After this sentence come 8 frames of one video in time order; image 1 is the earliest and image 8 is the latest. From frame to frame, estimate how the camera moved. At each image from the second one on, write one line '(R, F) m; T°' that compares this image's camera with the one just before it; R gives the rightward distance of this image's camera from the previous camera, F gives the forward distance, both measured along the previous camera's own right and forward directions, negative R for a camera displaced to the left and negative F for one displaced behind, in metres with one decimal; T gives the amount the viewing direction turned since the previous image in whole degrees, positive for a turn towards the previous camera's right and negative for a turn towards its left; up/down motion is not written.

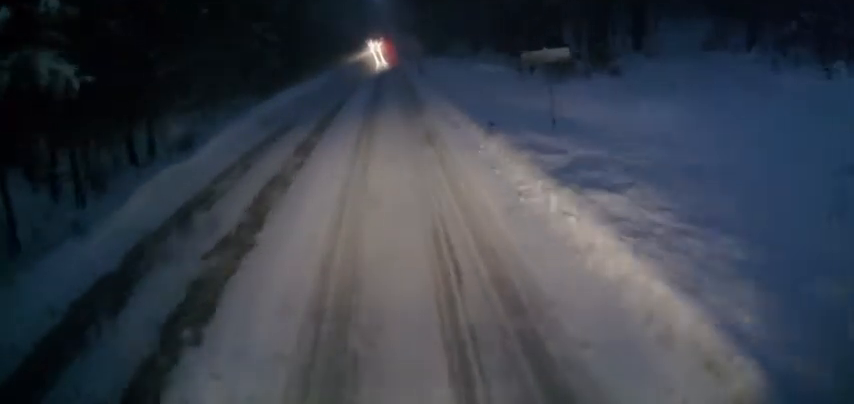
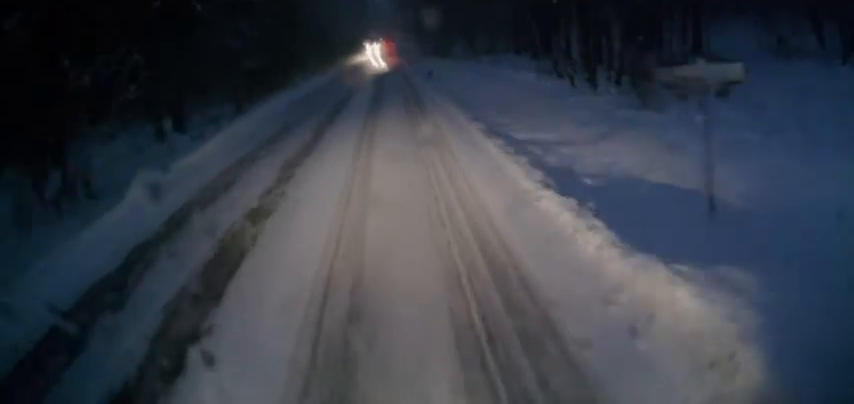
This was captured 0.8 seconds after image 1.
(+0.2, +7.7) m; 0°
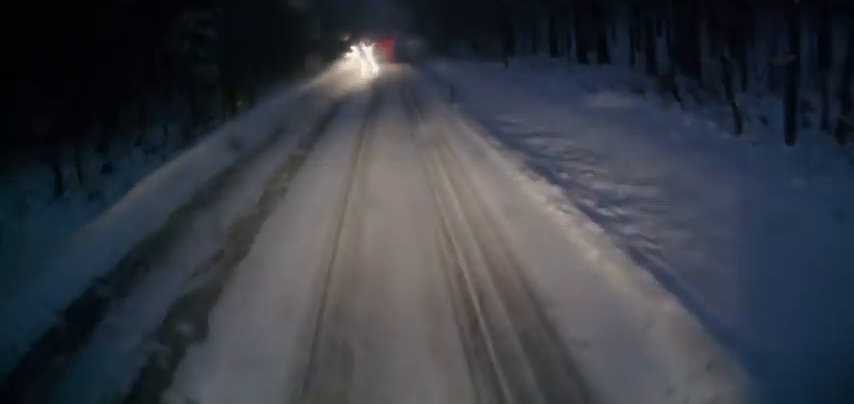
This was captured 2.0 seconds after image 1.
(-0.3, +10.8) m; -1°
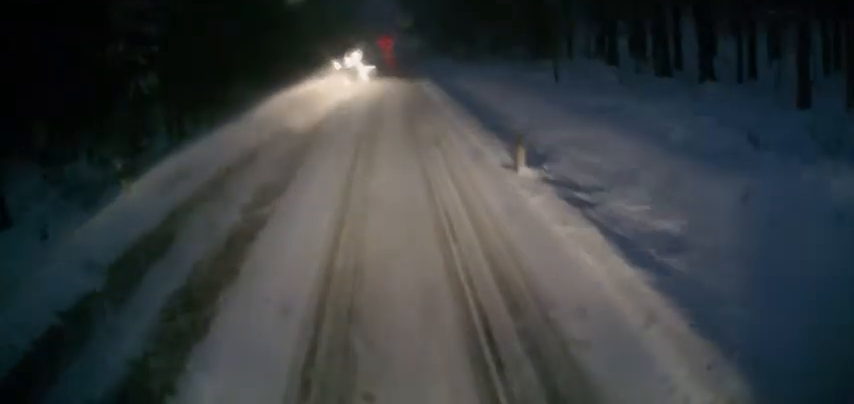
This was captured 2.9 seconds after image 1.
(+0.2, +9.4) m; +1°
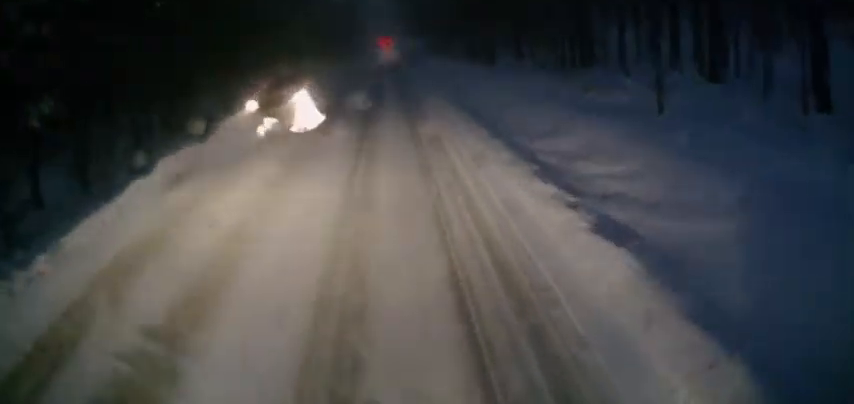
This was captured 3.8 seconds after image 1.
(+0.1, +9.8) m; -2°
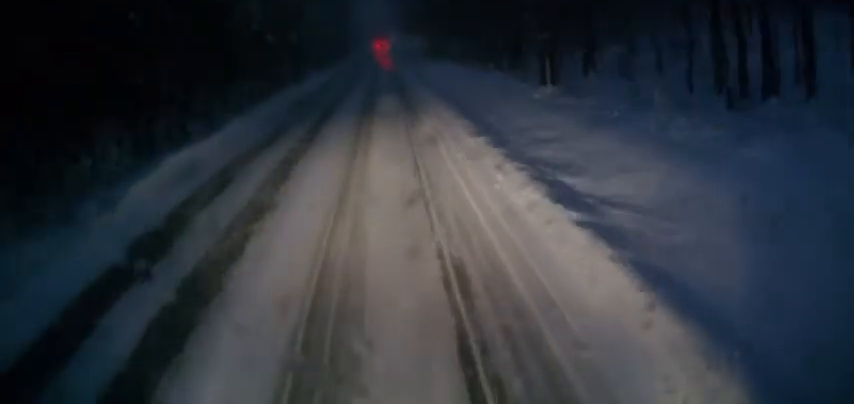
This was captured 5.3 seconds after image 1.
(+0.2, +15.6) m; +5°
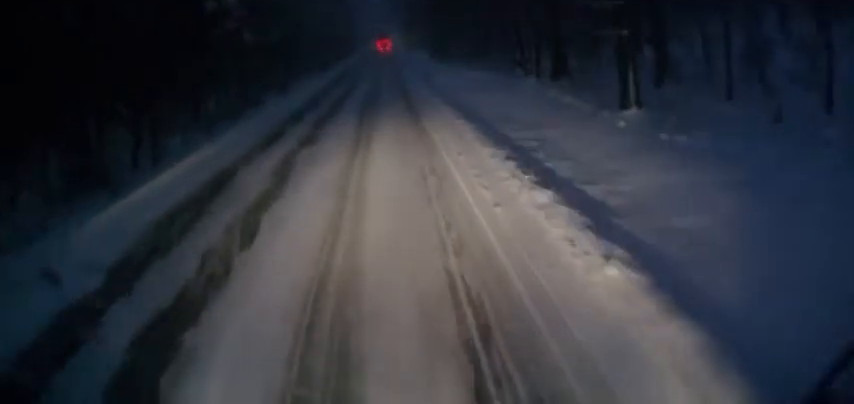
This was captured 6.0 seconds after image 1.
(+0.3, +7.6) m; +2°
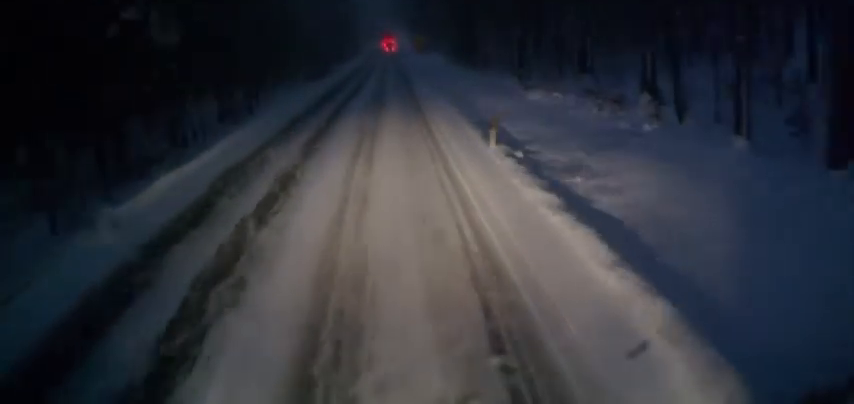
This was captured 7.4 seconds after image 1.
(-0.4, +15.5) m; -5°
